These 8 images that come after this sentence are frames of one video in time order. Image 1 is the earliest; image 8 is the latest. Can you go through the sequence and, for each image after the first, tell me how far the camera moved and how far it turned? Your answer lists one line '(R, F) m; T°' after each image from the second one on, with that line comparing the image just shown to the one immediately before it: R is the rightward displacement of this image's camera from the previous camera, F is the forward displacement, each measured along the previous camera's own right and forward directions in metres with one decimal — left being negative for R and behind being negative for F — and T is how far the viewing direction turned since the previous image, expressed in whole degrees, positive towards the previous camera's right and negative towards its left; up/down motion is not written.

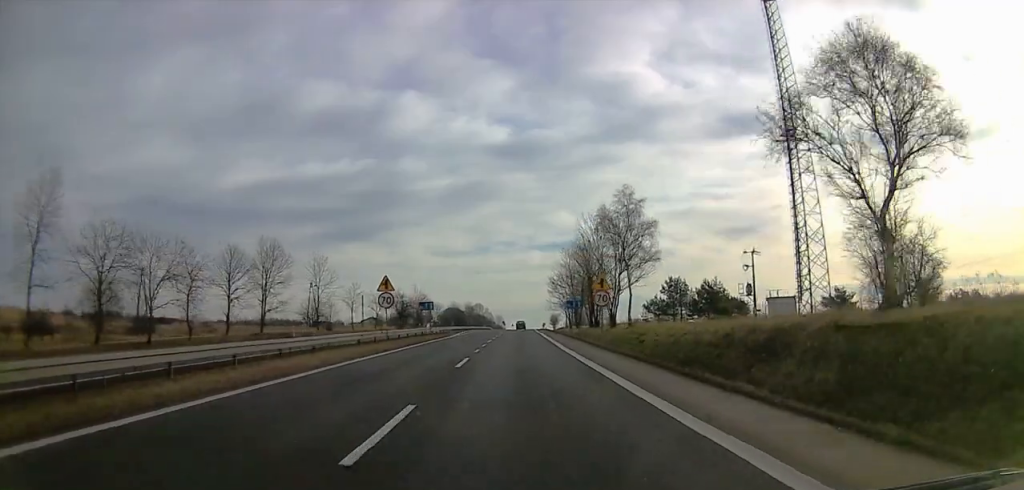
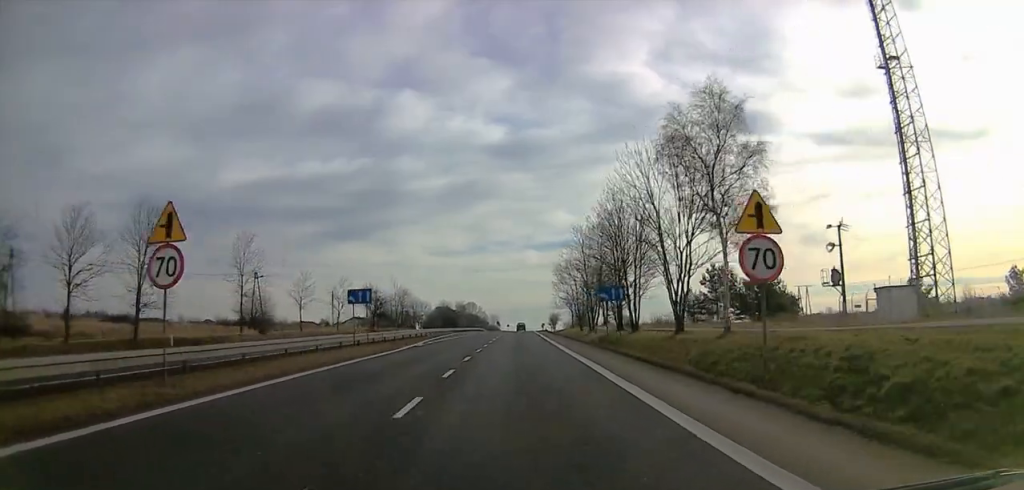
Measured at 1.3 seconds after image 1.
(0.0, +27.6) m; 0°
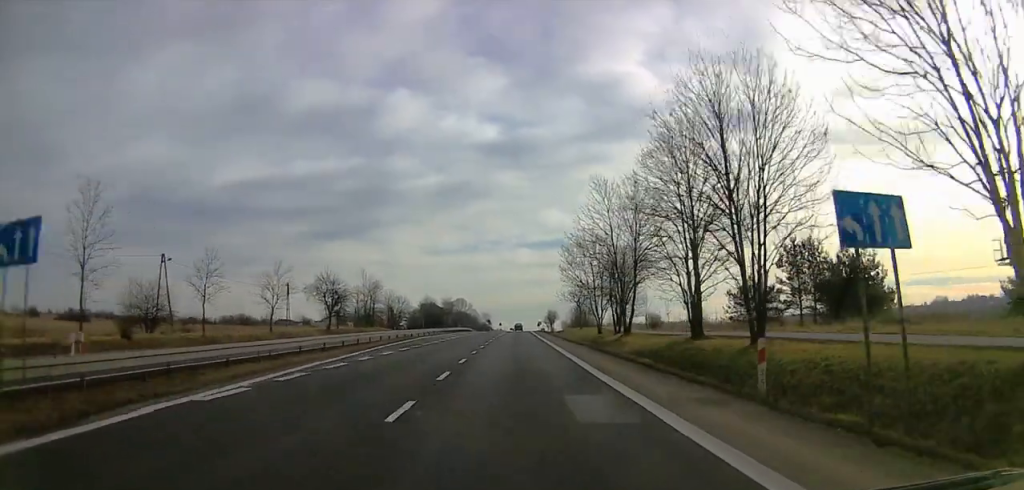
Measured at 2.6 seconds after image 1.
(0.0, +26.9) m; +1°
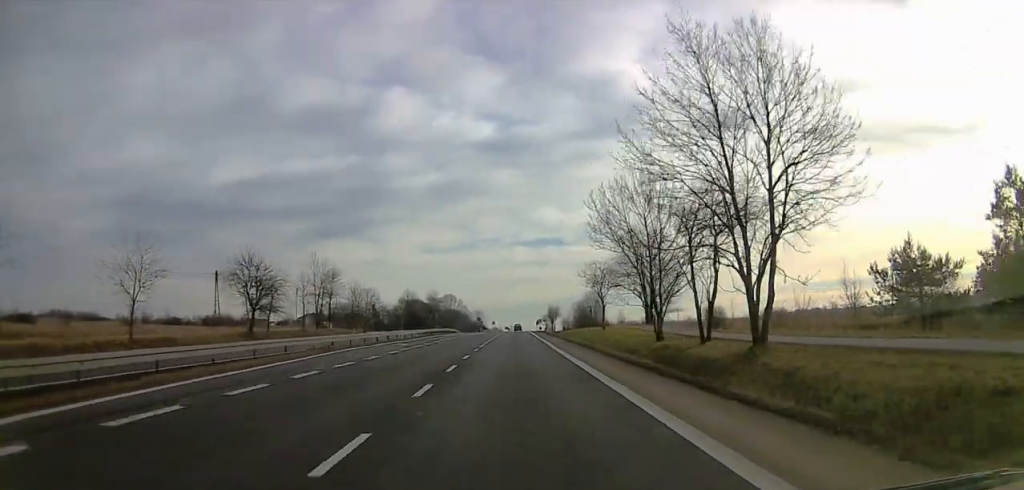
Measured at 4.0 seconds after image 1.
(+0.5, +26.9) m; +3°
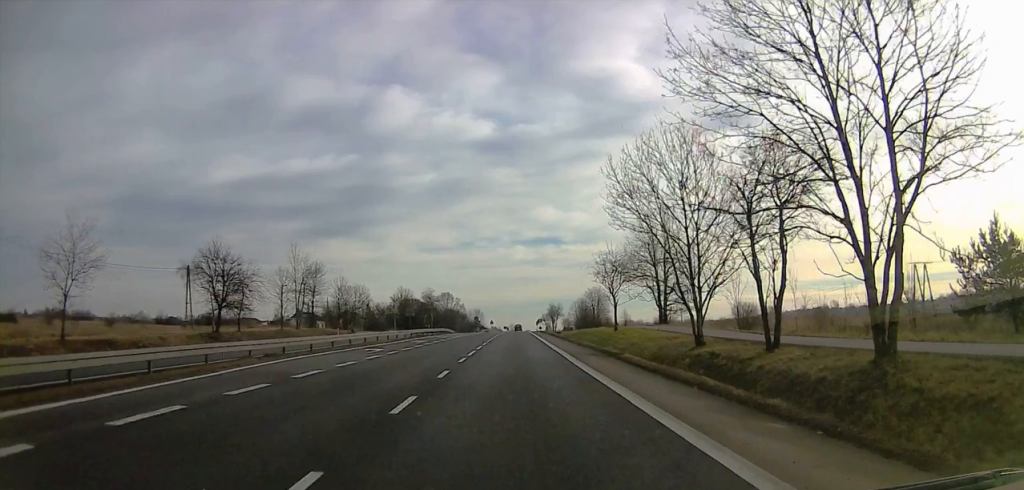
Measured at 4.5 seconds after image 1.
(+0.2, +8.3) m; 0°
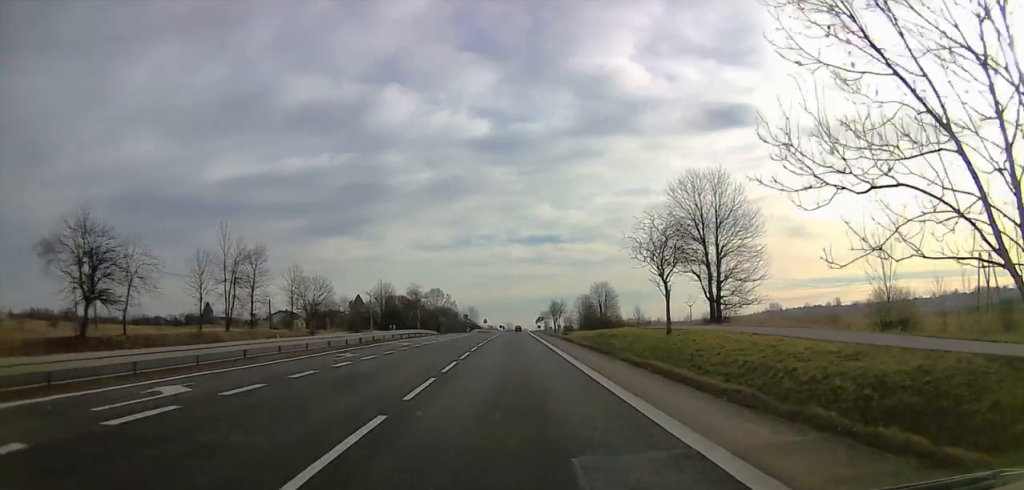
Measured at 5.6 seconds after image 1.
(0.0, +20.3) m; -1°
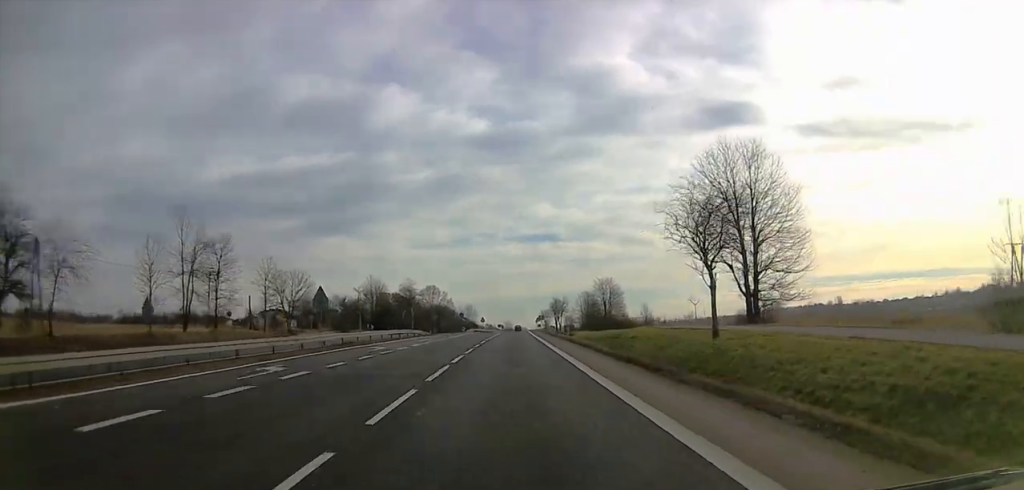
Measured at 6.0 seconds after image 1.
(0.0, +8.3) m; -1°
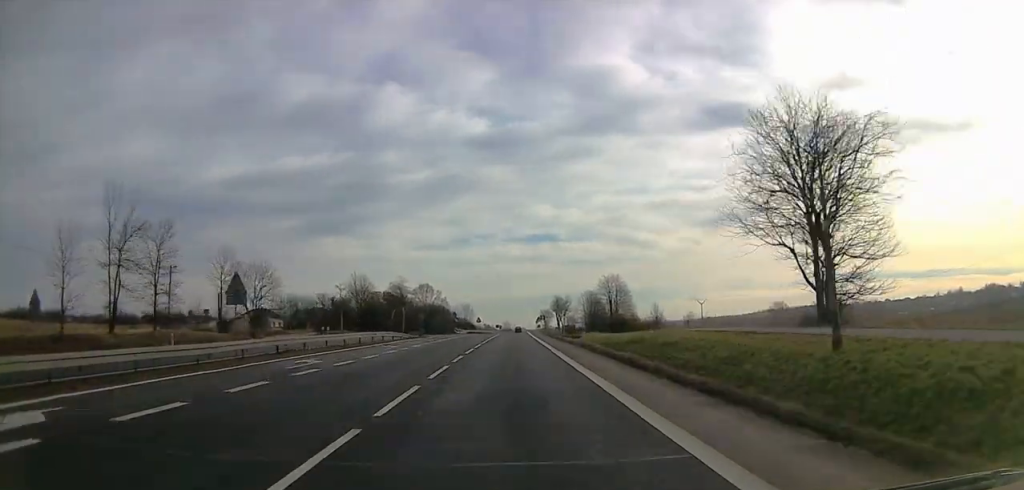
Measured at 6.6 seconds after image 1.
(-0.2, +10.8) m; -1°
